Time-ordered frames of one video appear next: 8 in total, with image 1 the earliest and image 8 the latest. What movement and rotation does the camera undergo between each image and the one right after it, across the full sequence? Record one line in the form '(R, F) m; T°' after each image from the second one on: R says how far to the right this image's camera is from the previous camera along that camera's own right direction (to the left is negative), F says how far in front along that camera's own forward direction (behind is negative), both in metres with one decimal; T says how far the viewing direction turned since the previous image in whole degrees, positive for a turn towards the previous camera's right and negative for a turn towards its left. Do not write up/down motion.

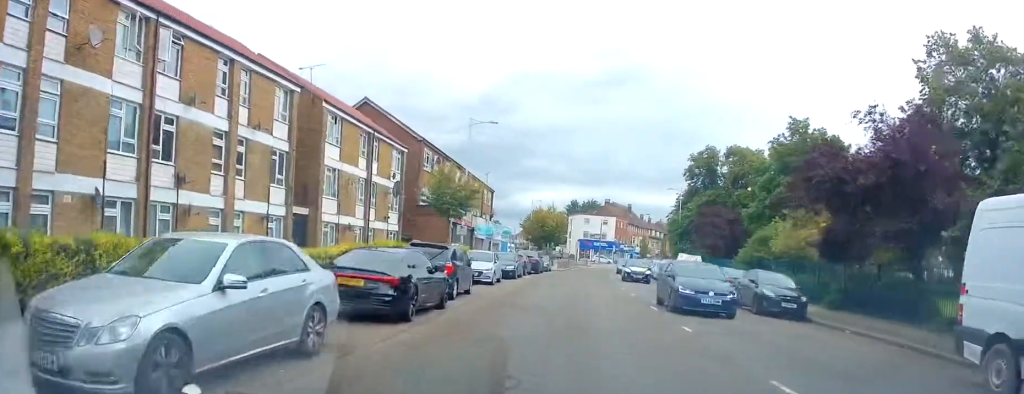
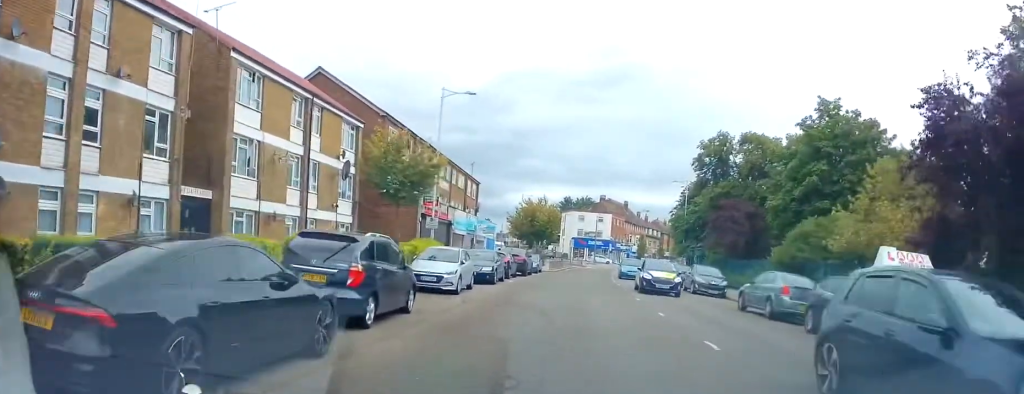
(+0.1, +7.0) m; -2°
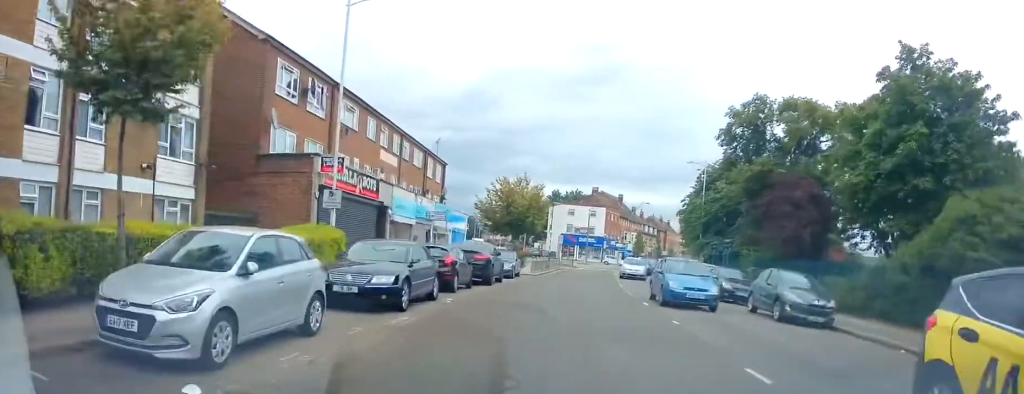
(-0.3, +12.8) m; +1°
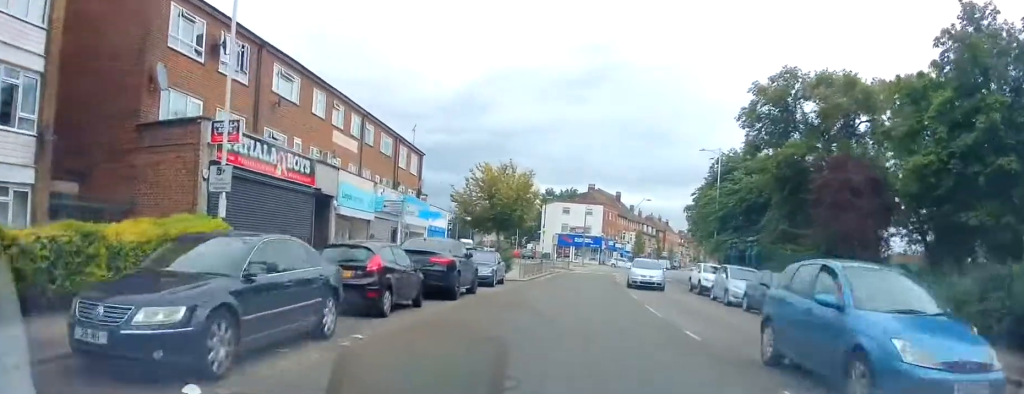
(+0.2, +6.7) m; +2°
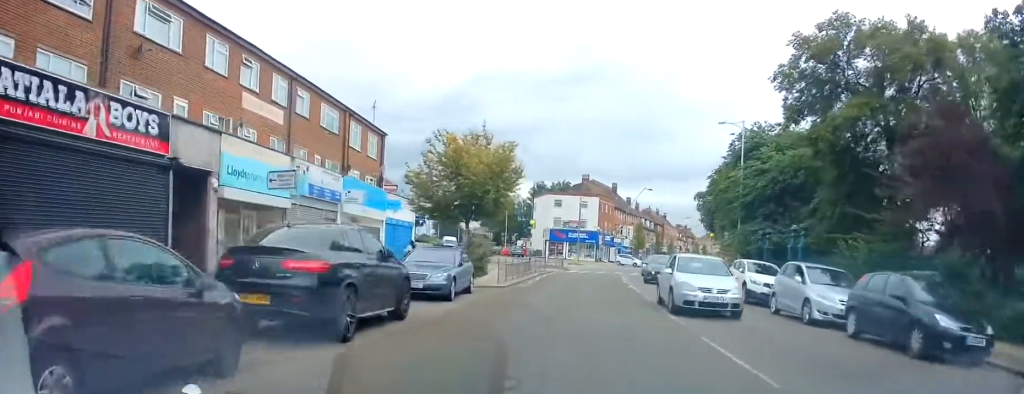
(0.0, +8.1) m; 0°
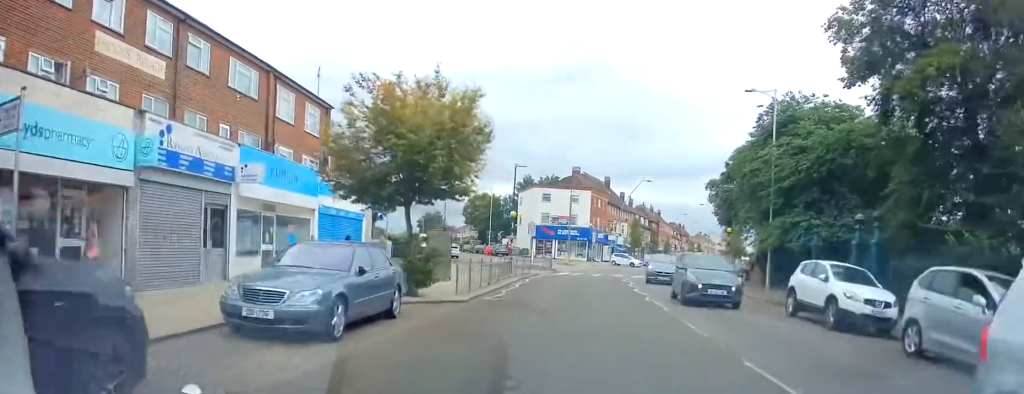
(0.0, +7.7) m; 0°
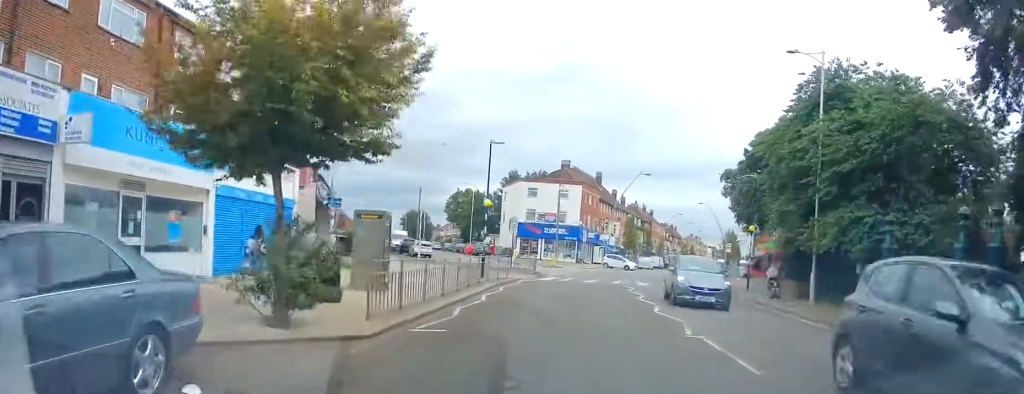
(0.0, +7.1) m; 0°
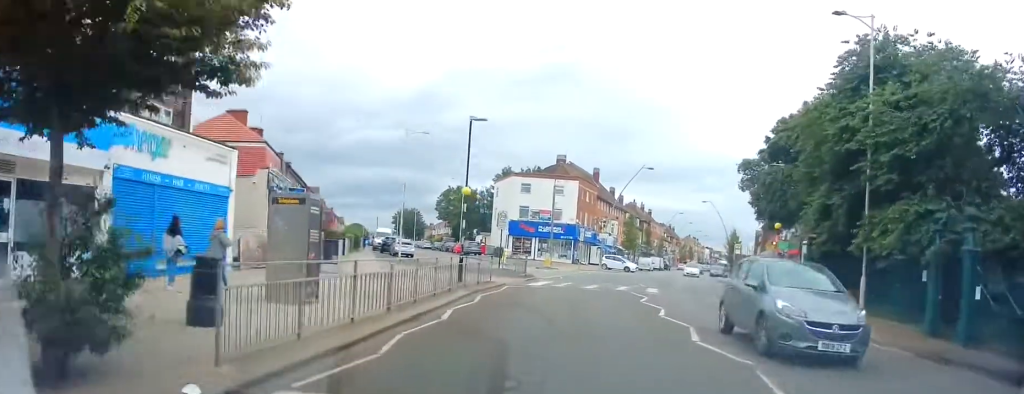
(0.0, +4.7) m; +1°
